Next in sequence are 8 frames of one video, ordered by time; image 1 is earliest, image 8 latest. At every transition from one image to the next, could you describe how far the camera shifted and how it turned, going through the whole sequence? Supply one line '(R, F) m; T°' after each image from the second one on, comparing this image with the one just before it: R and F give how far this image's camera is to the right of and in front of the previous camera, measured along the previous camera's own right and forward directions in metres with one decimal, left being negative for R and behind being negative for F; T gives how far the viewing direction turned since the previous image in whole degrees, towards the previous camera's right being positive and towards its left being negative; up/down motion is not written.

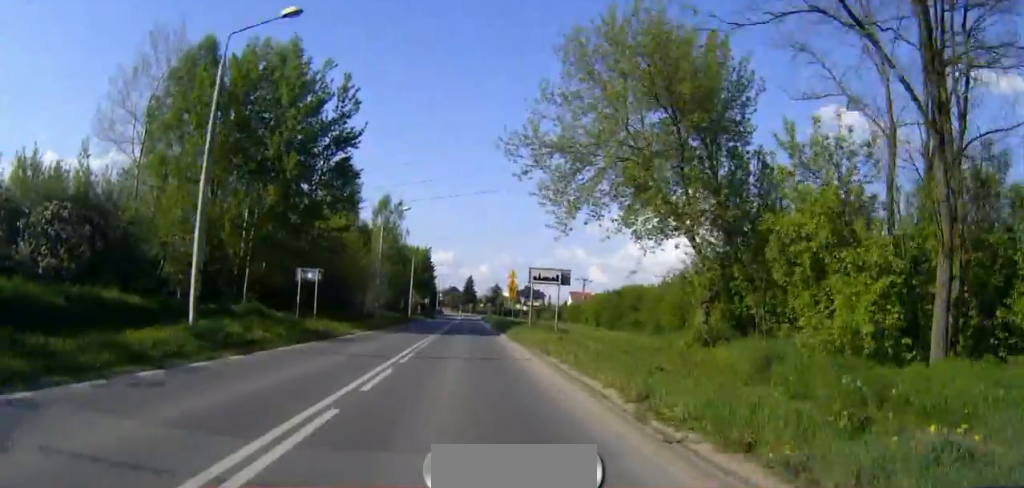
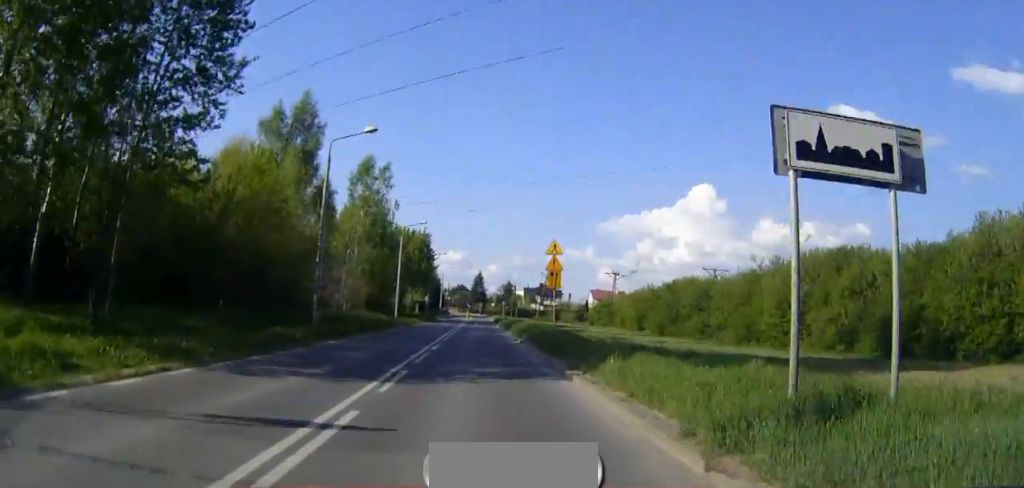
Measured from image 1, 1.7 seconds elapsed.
(-0.2, +24.8) m; -1°
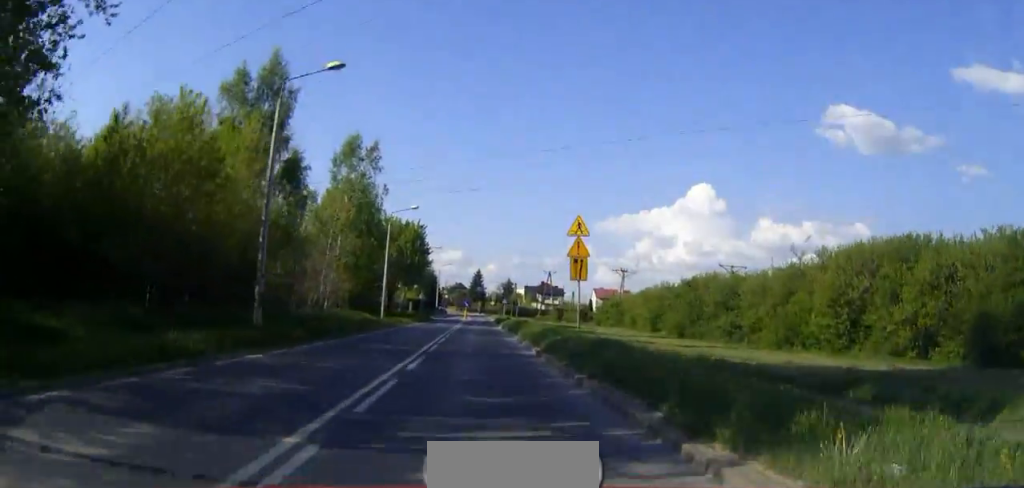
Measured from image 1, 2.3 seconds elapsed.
(0.0, +8.5) m; 0°
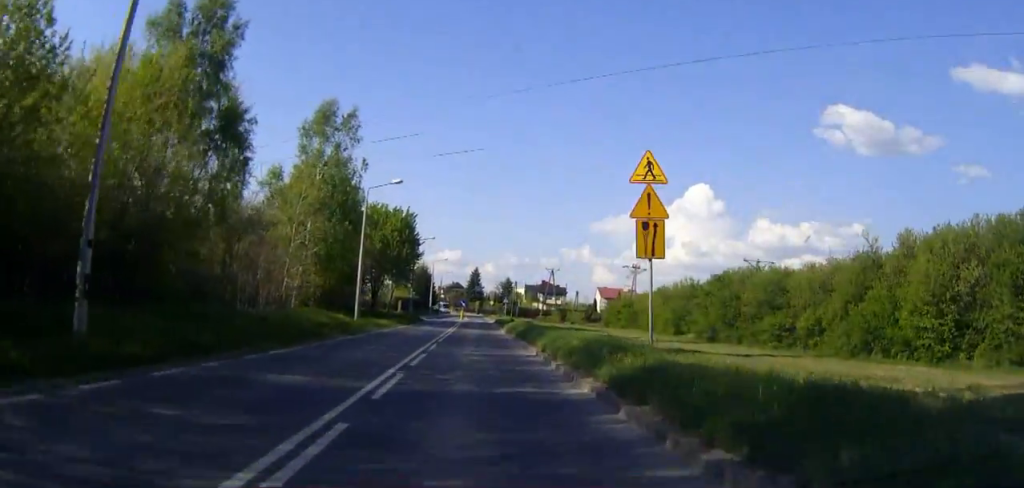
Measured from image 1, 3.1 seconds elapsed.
(0.0, +11.2) m; 0°
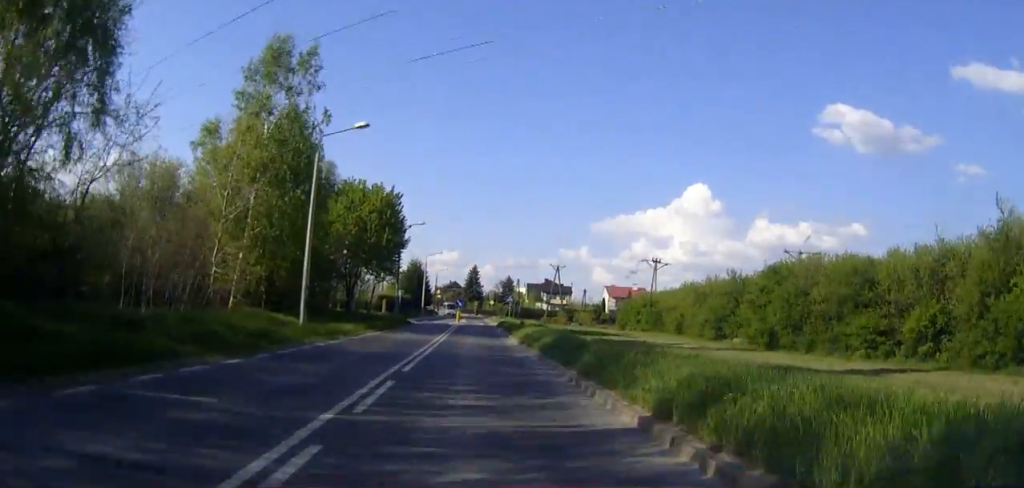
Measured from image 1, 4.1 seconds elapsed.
(0.0, +13.7) m; 0°
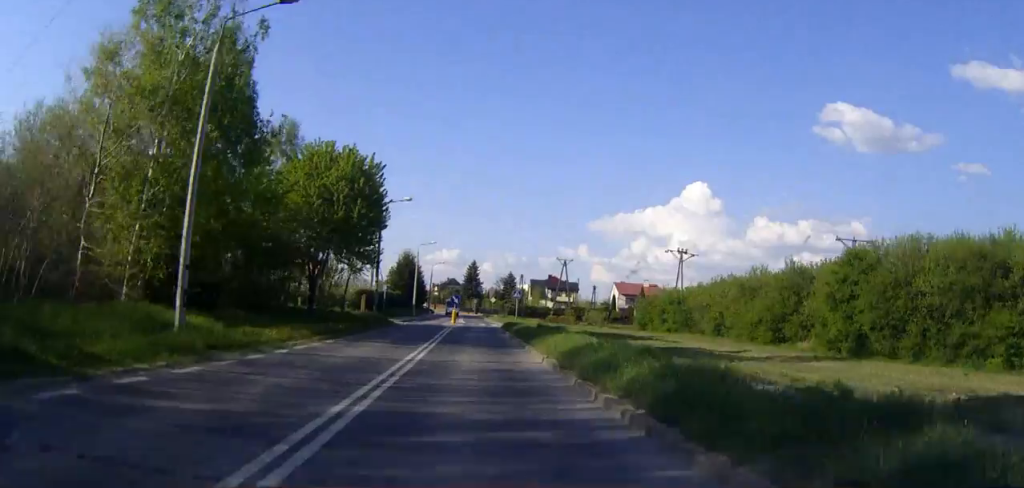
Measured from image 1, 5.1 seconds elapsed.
(0.0, +13.0) m; 0°
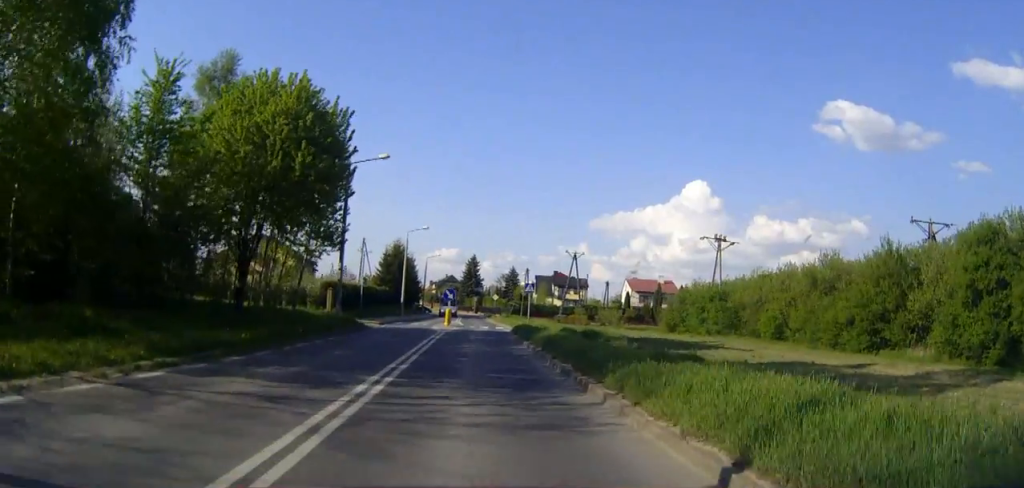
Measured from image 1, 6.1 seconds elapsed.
(0.0, +13.8) m; 0°
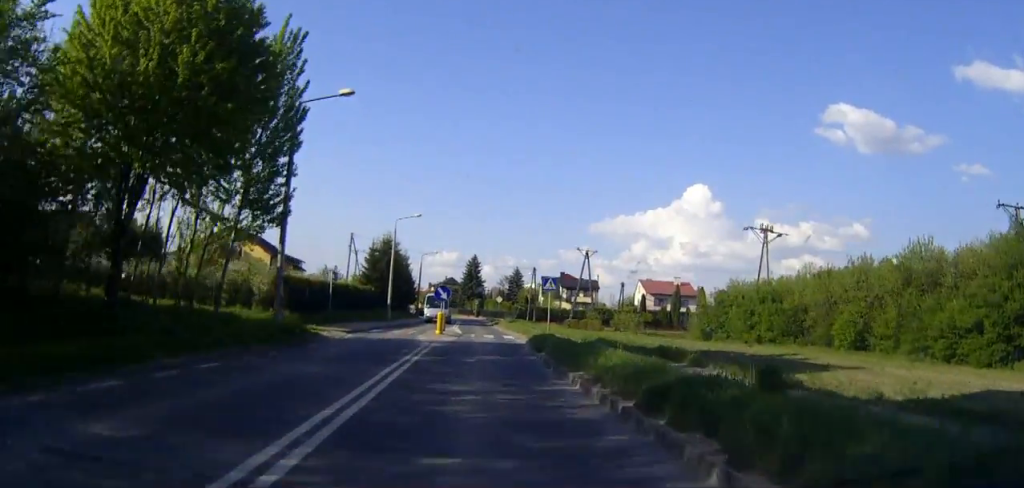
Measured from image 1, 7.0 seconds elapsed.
(0.0, +12.0) m; 0°
